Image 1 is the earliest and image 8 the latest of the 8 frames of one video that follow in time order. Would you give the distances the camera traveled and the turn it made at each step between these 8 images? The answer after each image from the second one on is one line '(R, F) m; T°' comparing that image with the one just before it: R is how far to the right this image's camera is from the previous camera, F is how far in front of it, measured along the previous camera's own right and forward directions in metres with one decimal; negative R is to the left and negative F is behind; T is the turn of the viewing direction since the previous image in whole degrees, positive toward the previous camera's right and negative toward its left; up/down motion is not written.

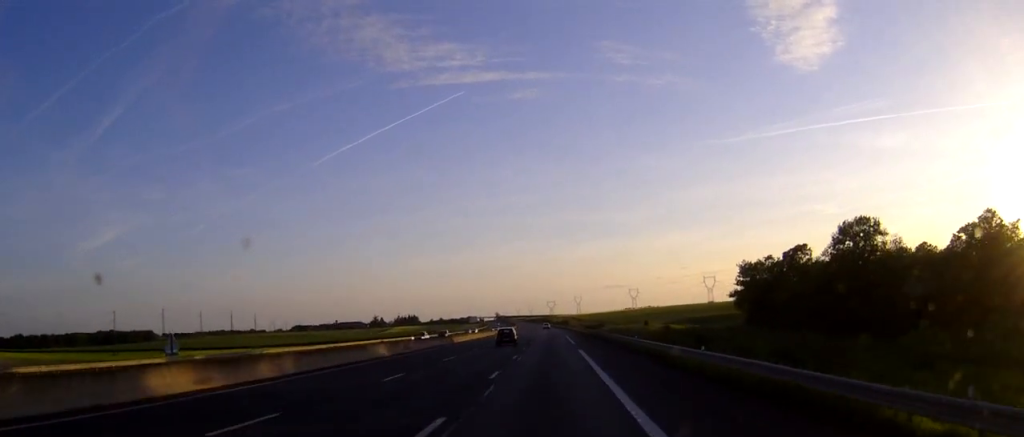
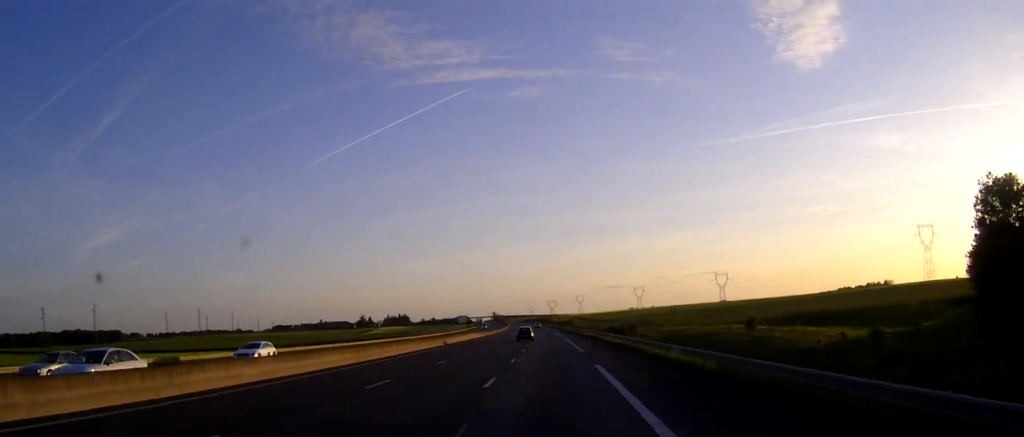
(0.0, +68.8) m; 0°
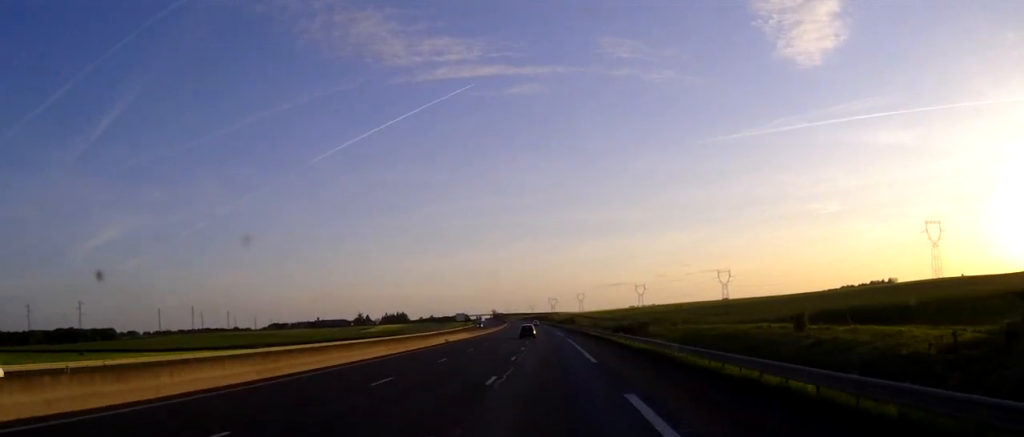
(0.0, +12.7) m; 0°
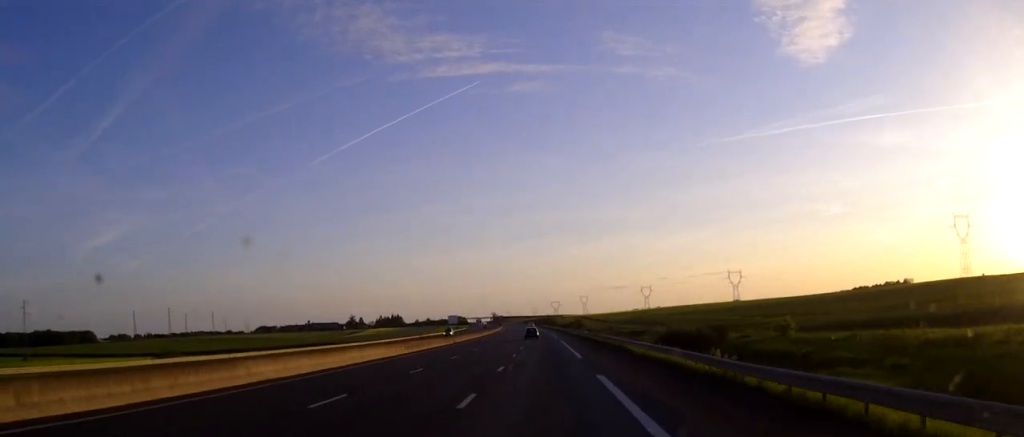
(-0.1, +44.4) m; 0°
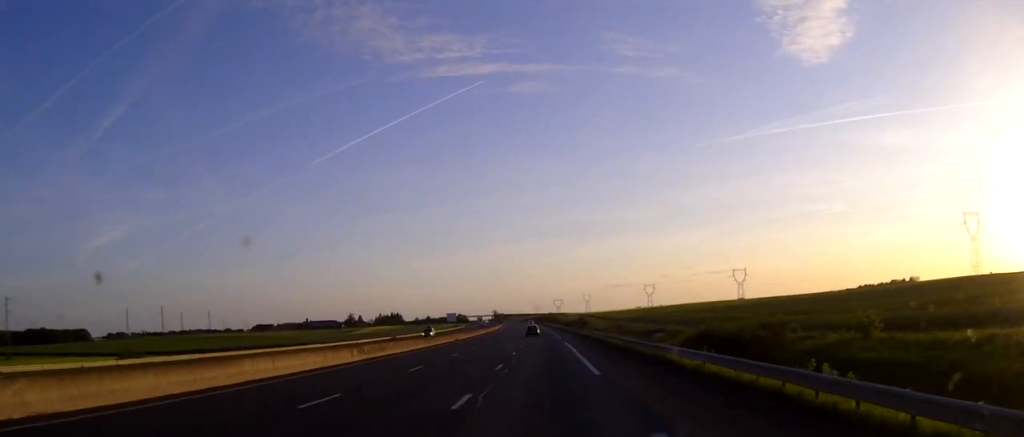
(0.0, +13.6) m; 0°
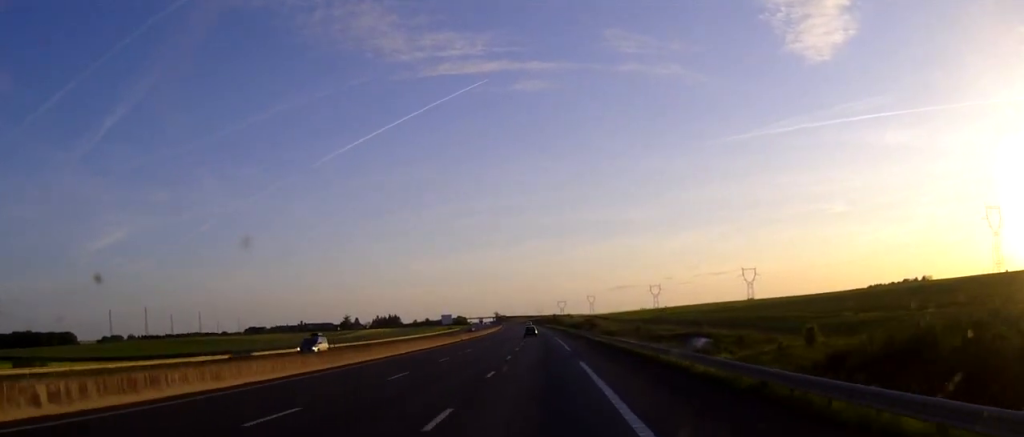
(-0.1, +29.1) m; 0°
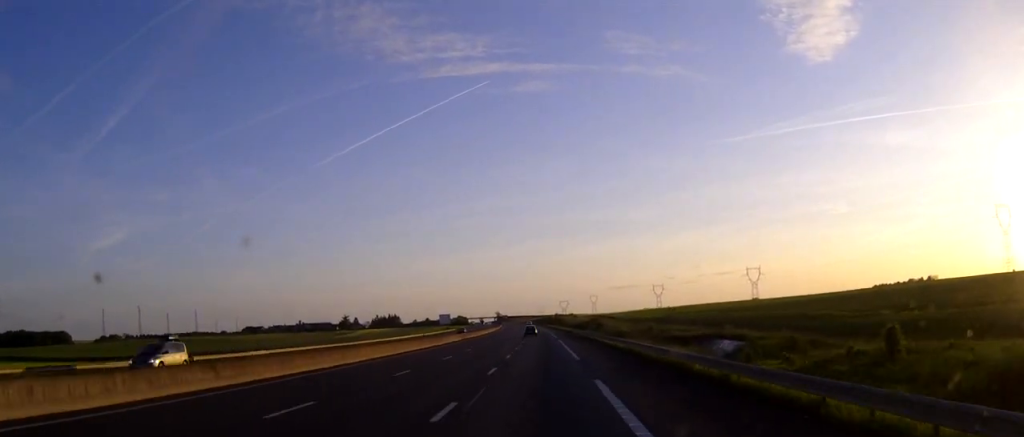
(0.0, +11.8) m; 0°
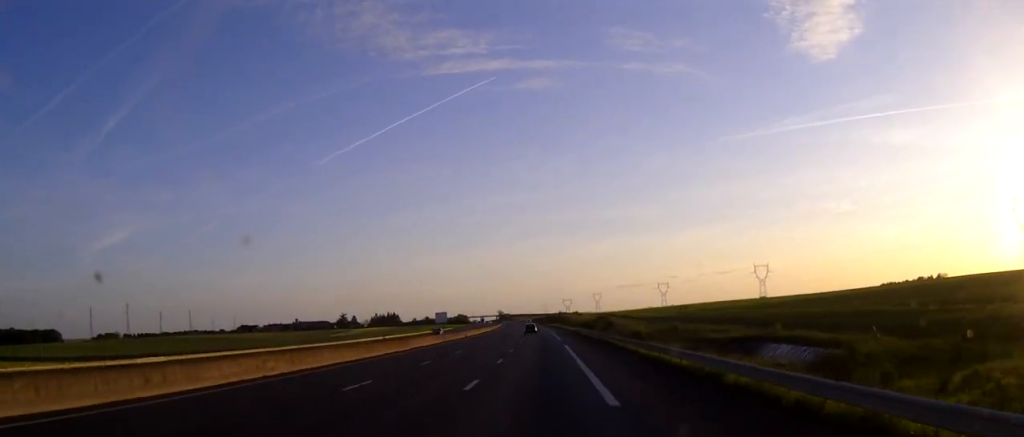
(0.0, +20.0) m; 0°
